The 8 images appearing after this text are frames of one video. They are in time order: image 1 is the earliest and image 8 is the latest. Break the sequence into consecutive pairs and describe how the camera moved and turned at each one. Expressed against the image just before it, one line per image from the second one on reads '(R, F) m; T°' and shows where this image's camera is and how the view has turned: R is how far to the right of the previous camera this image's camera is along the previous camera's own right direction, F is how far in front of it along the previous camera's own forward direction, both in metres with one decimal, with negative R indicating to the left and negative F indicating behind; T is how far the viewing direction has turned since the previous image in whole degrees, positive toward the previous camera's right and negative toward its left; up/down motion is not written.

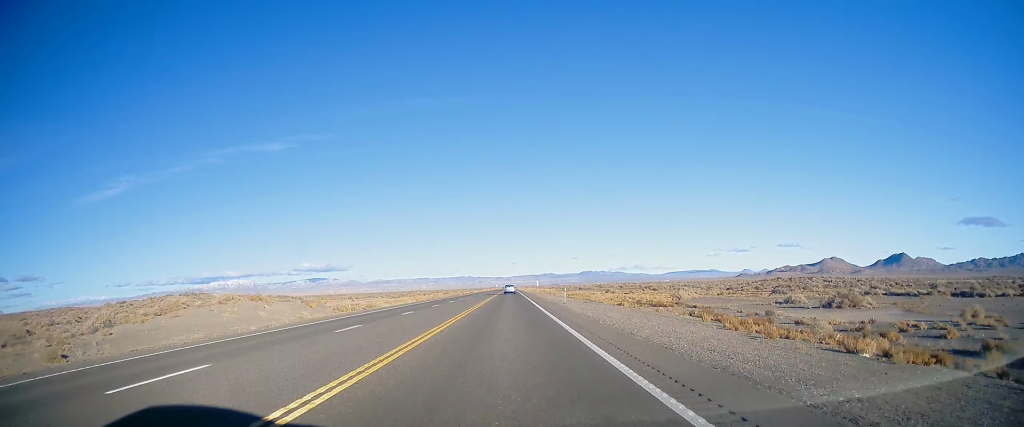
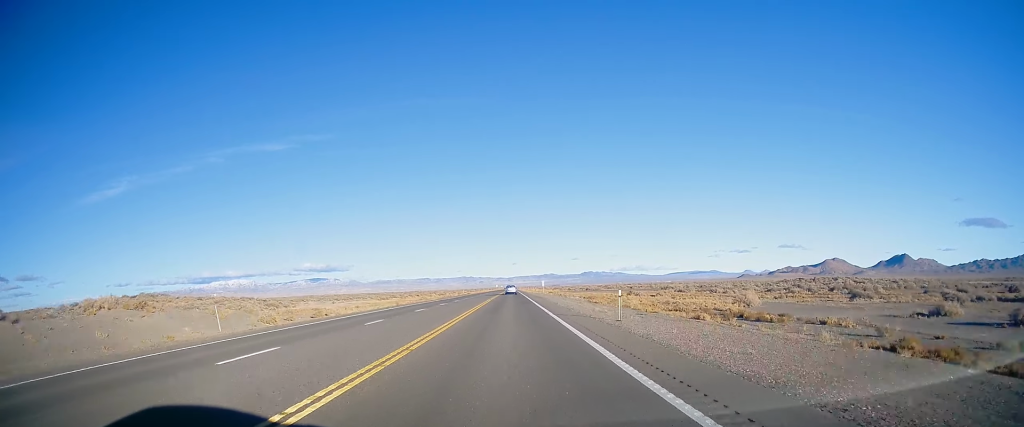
(-0.3, +20.6) m; 0°
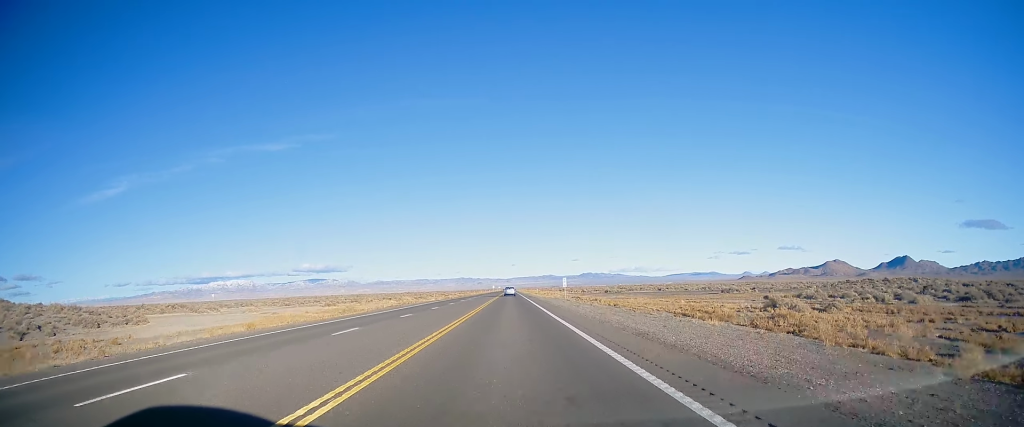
(+0.9, +53.4) m; +1°
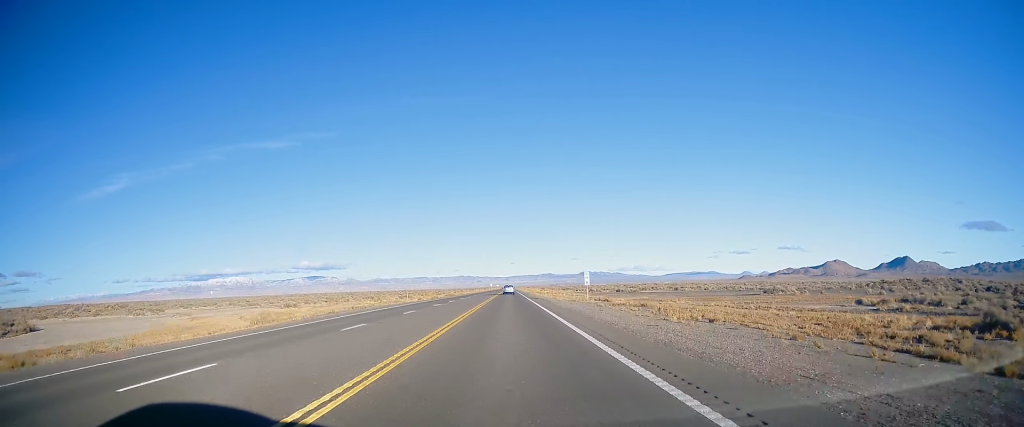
(0.0, +23.2) m; 0°
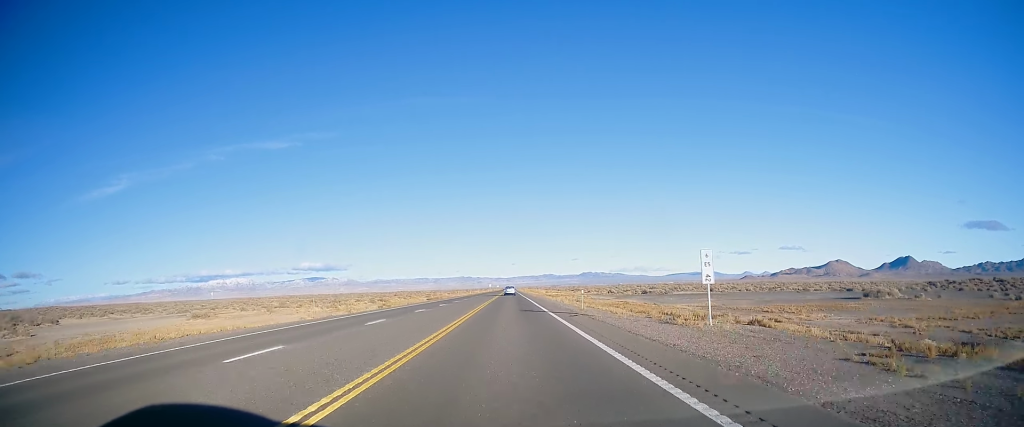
(-0.3, +33.1) m; 0°
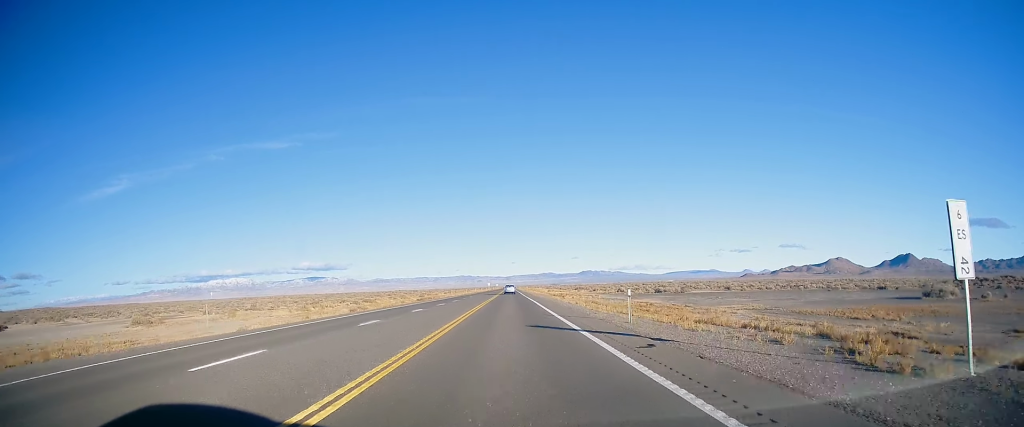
(0.0, +13.1) m; 0°
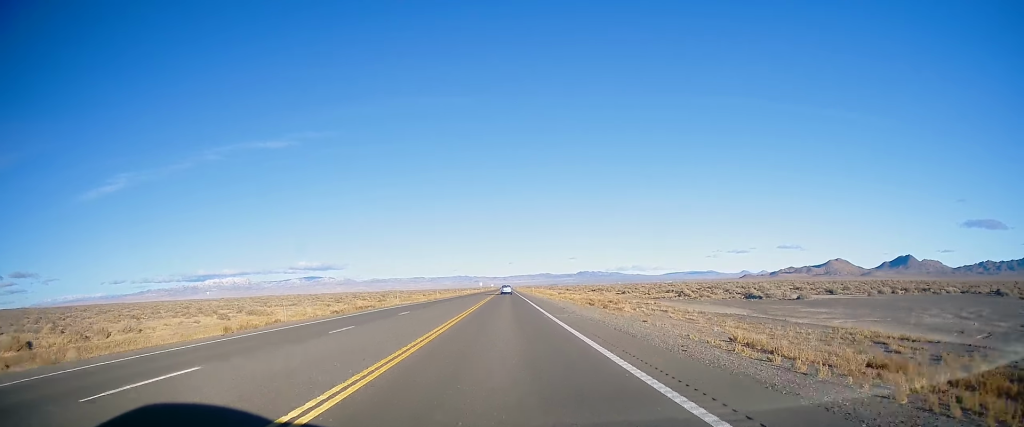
(+0.4, +51.4) m; +1°
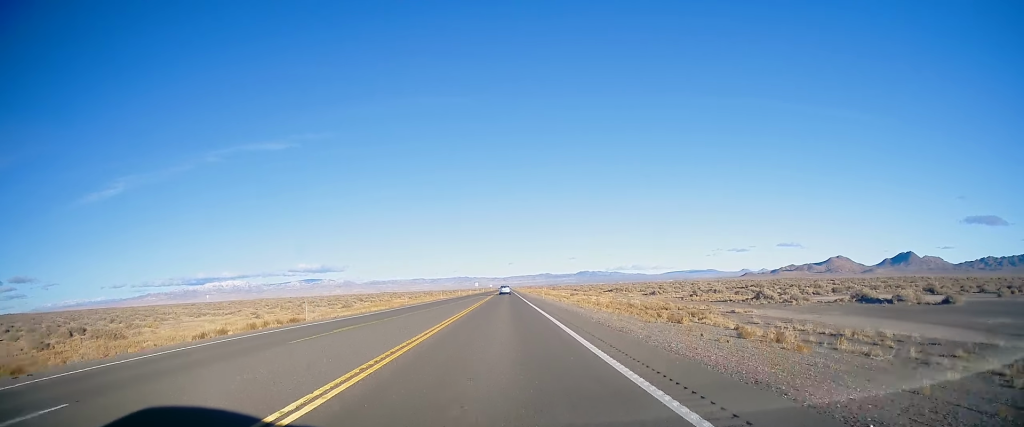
(0.0, +27.5) m; 0°
